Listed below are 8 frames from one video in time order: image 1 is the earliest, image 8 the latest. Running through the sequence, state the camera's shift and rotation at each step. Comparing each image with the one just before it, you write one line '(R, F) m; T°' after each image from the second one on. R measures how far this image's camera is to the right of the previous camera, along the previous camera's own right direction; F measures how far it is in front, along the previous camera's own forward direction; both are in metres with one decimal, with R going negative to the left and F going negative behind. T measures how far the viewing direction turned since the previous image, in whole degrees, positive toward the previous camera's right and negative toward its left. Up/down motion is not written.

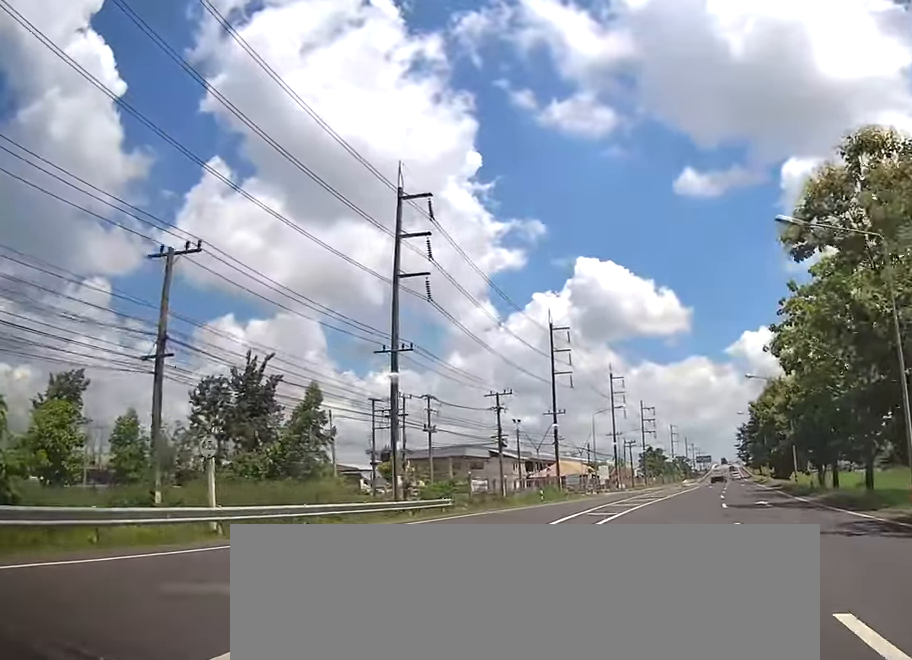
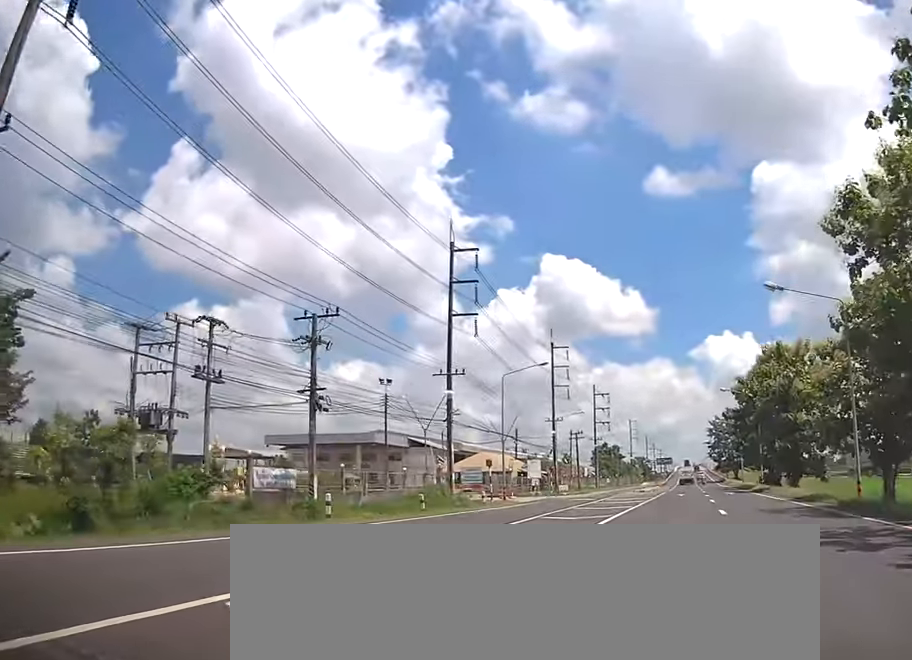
(+0.7, +27.5) m; +2°
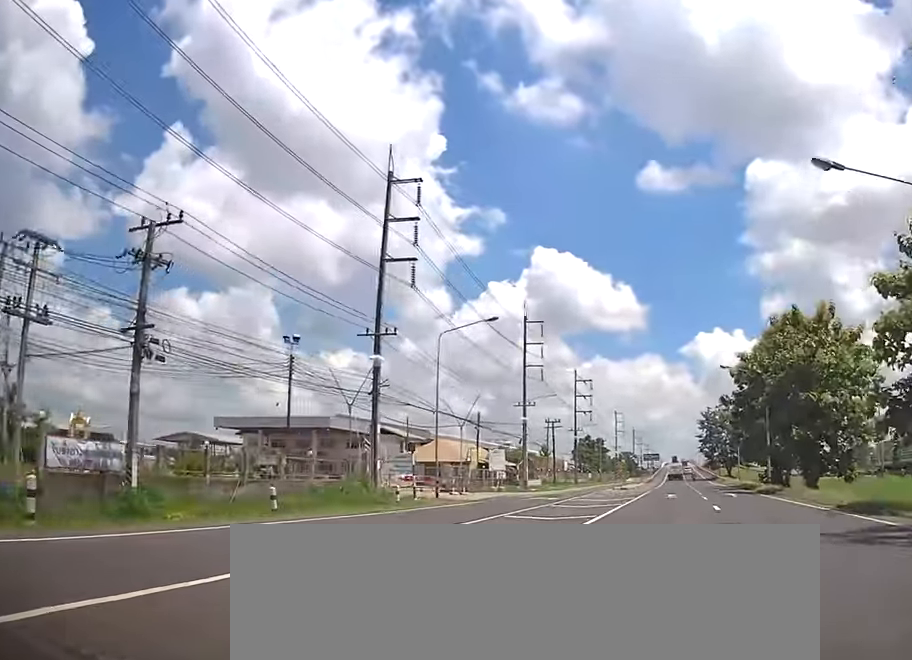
(0.0, +11.8) m; +1°
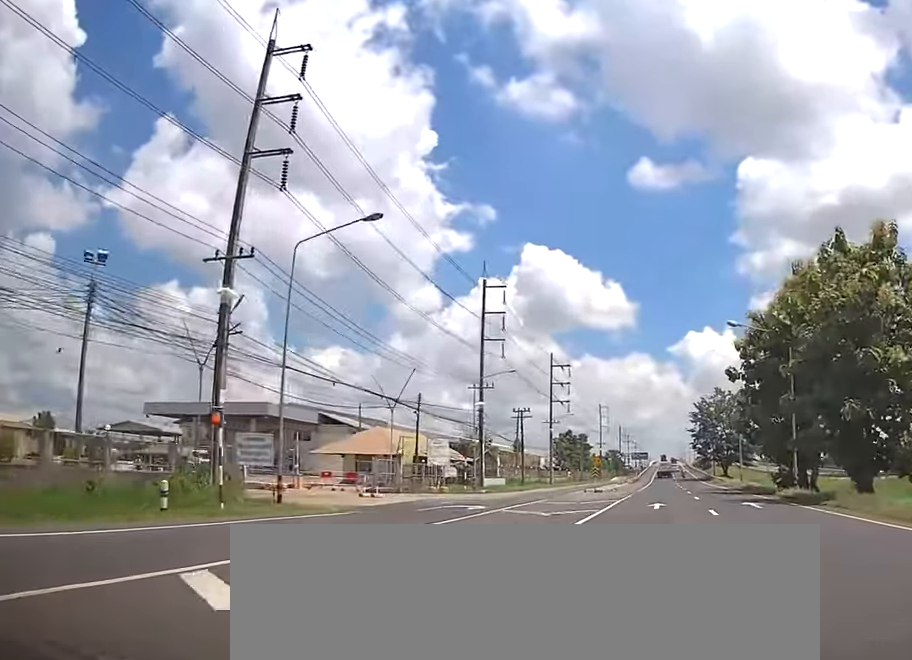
(-0.1, +15.0) m; +1°
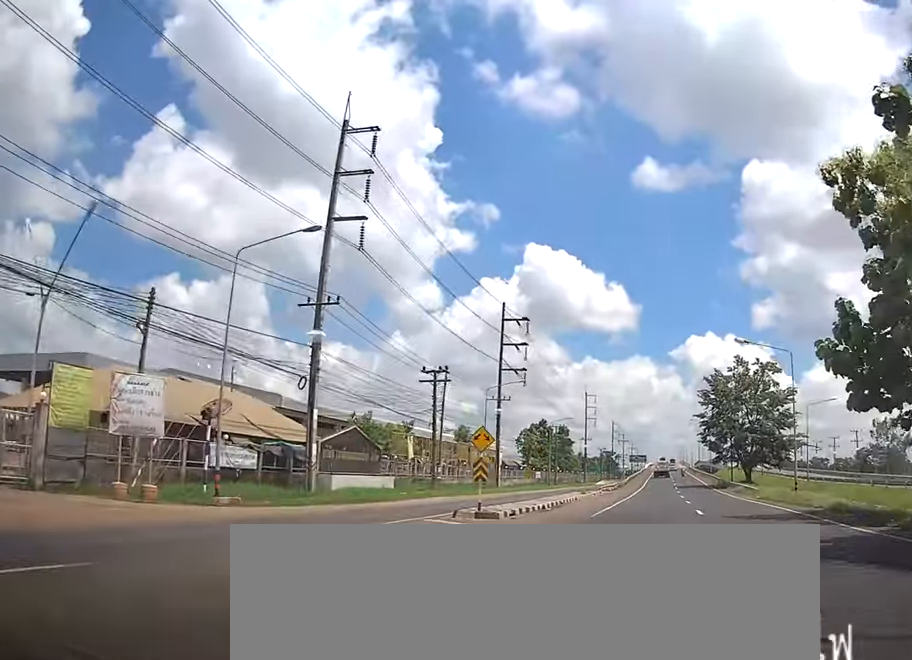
(+0.4, +32.2) m; 0°
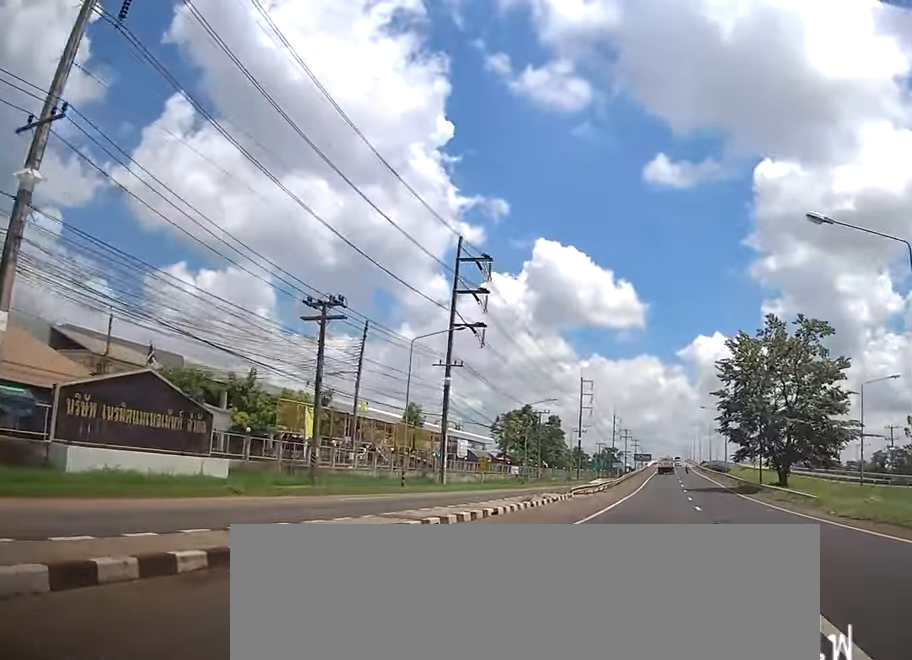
(0.0, +19.6) m; 0°
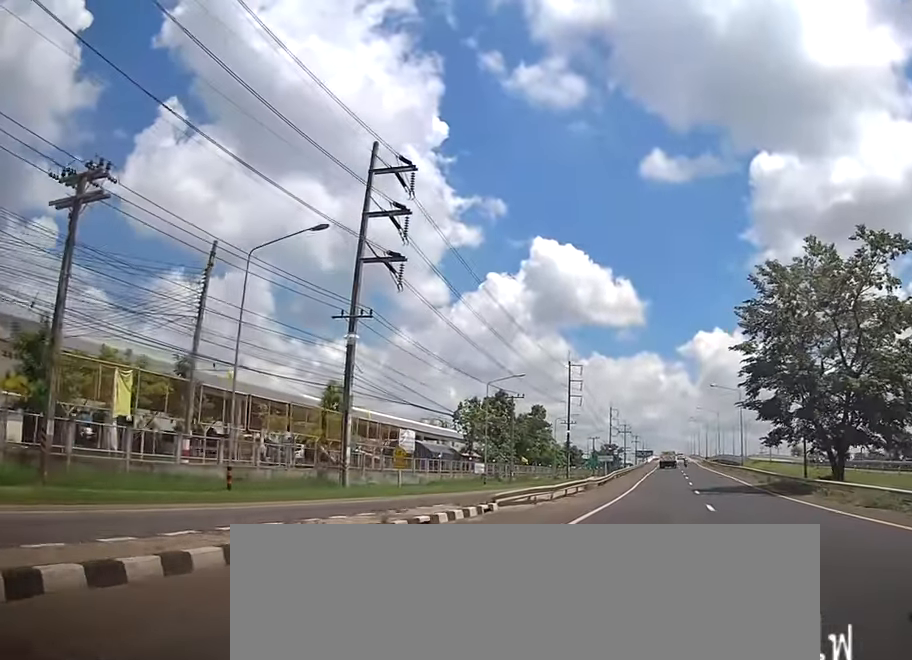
(+0.2, +17.3) m; 0°
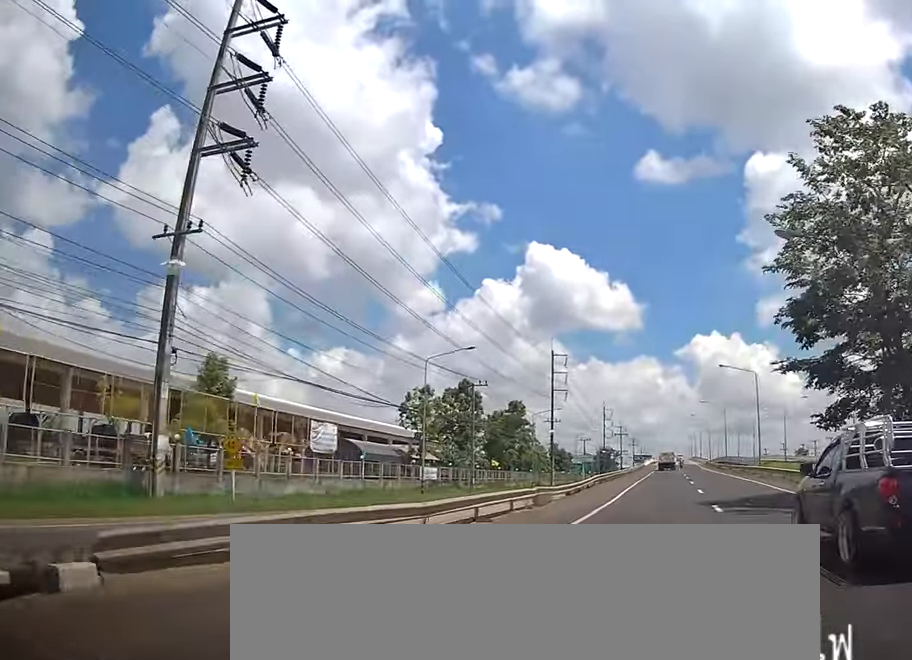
(0.0, +15.0) m; 0°
